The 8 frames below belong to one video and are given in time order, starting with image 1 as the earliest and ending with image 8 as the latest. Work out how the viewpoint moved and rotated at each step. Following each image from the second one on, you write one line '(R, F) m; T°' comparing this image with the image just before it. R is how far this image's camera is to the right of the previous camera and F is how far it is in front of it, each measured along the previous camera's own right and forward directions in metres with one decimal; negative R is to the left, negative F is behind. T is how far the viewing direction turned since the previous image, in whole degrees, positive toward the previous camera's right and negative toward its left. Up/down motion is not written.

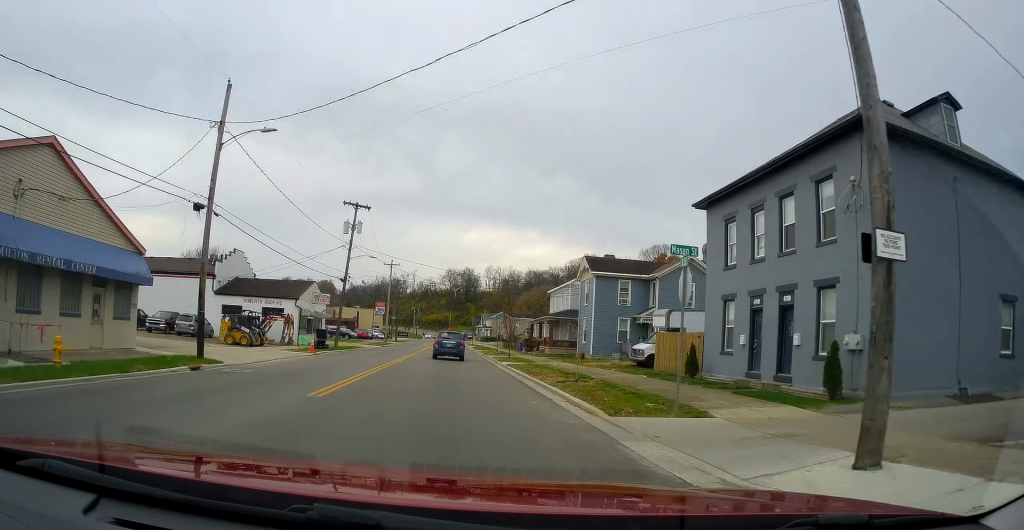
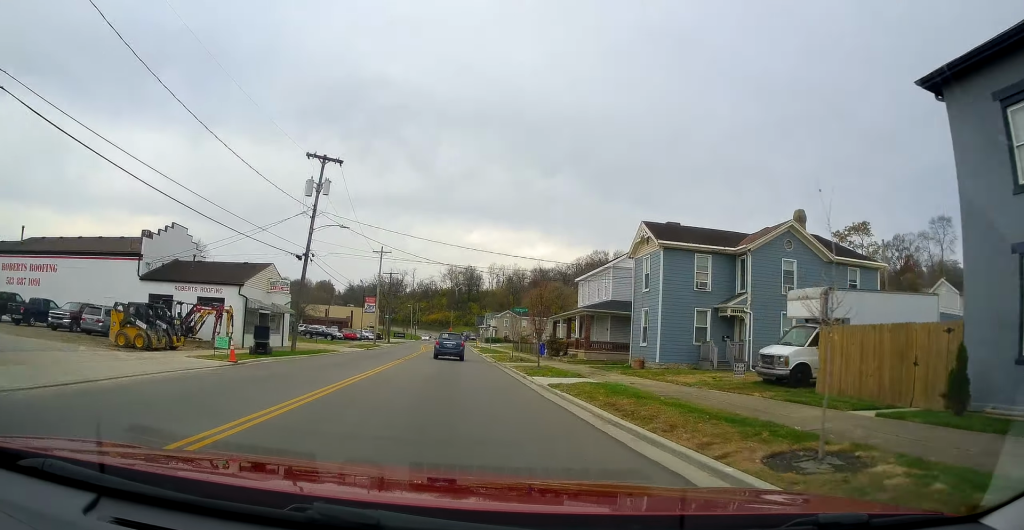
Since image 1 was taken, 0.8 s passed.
(-0.4, +13.6) m; -1°
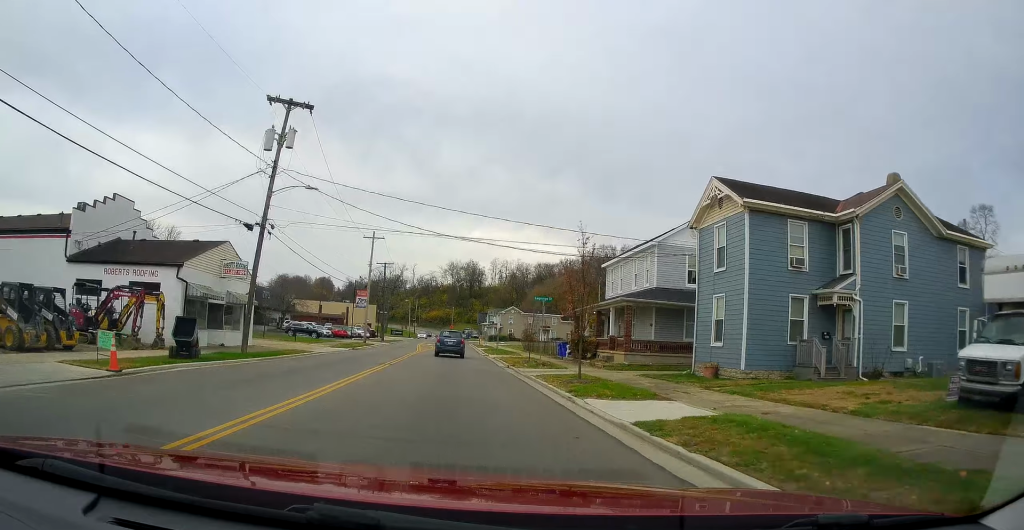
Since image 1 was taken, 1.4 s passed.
(+0.1, +8.8) m; +1°
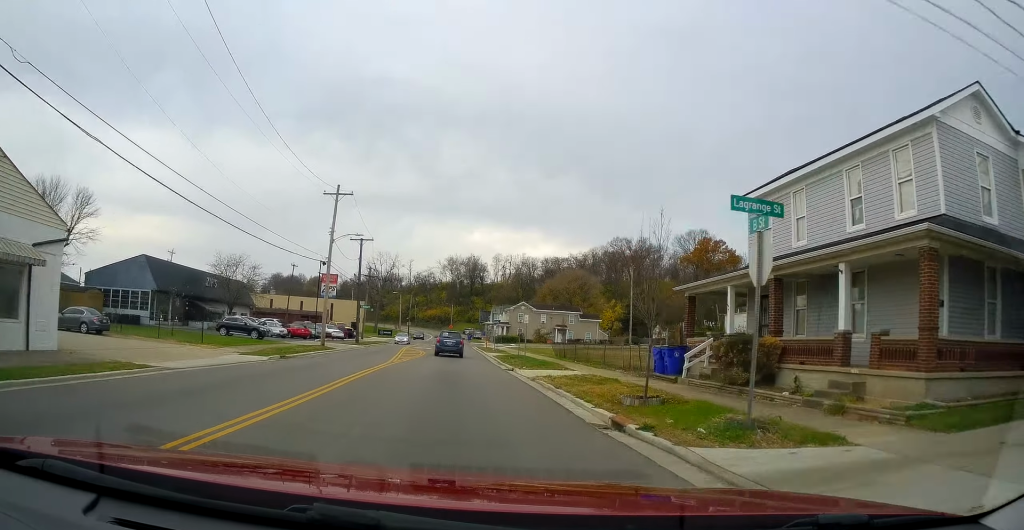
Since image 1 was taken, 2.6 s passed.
(+0.5, +20.2) m; +2°
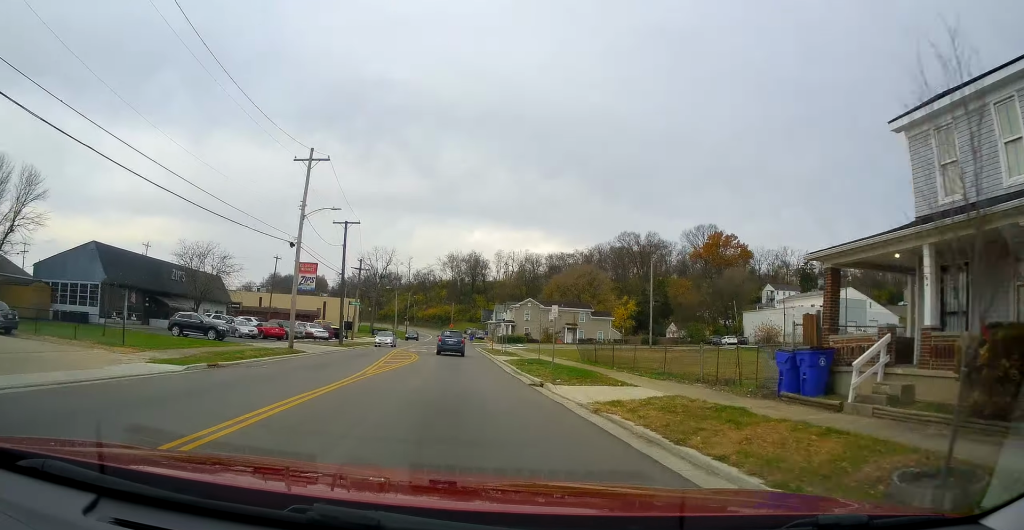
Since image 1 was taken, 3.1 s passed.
(0.0, +8.8) m; 0°
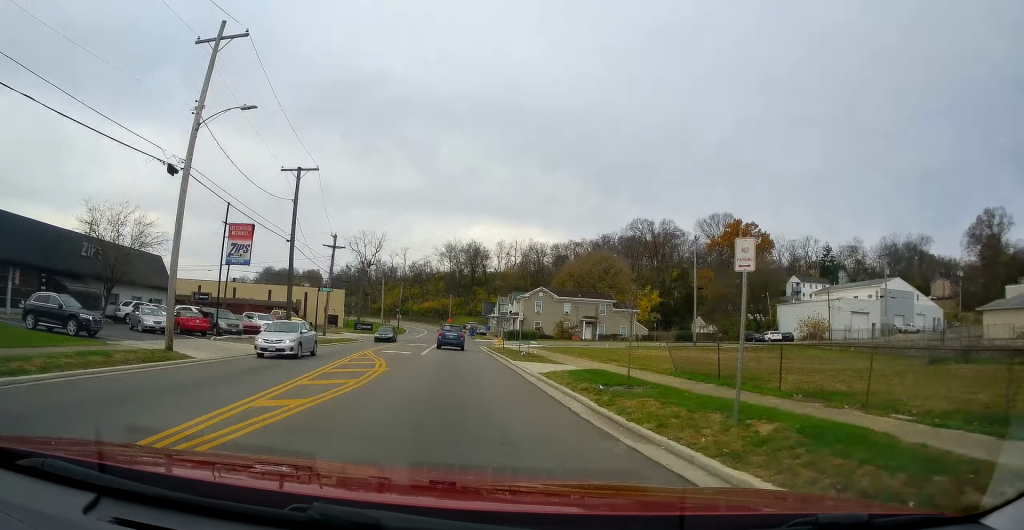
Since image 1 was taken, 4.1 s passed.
(0.0, +15.5) m; 0°
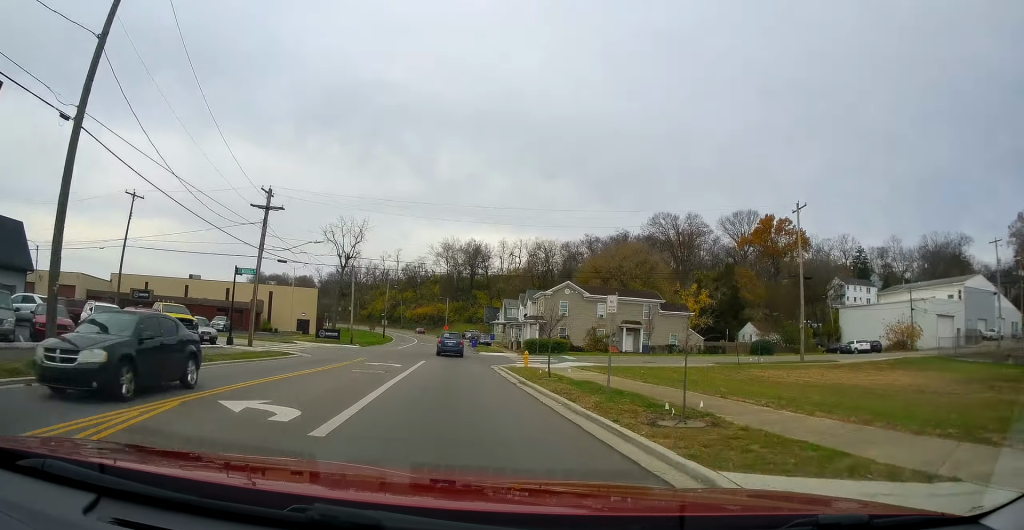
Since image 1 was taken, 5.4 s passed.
(0.0, +21.9) m; +2°
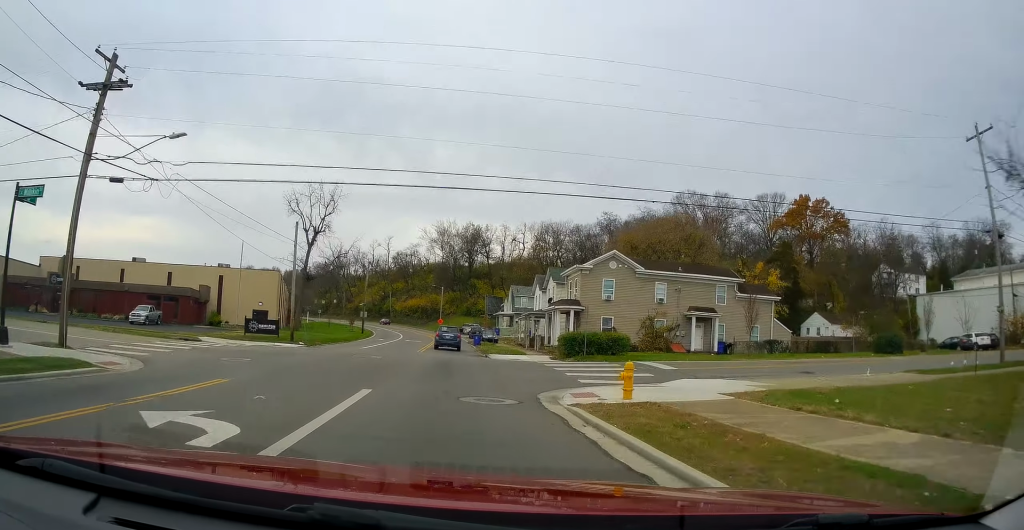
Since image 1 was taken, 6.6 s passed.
(+0.6, +20.5) m; 0°
